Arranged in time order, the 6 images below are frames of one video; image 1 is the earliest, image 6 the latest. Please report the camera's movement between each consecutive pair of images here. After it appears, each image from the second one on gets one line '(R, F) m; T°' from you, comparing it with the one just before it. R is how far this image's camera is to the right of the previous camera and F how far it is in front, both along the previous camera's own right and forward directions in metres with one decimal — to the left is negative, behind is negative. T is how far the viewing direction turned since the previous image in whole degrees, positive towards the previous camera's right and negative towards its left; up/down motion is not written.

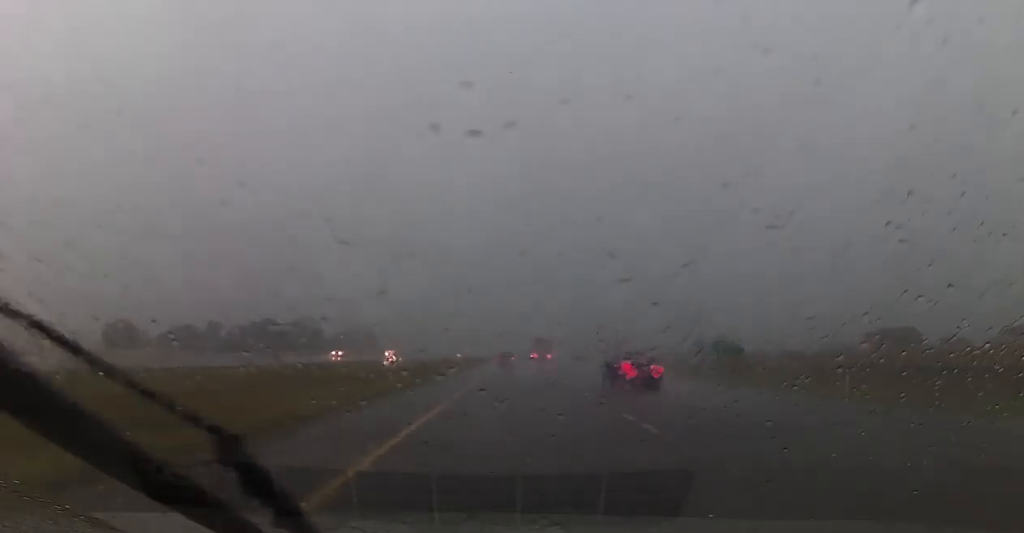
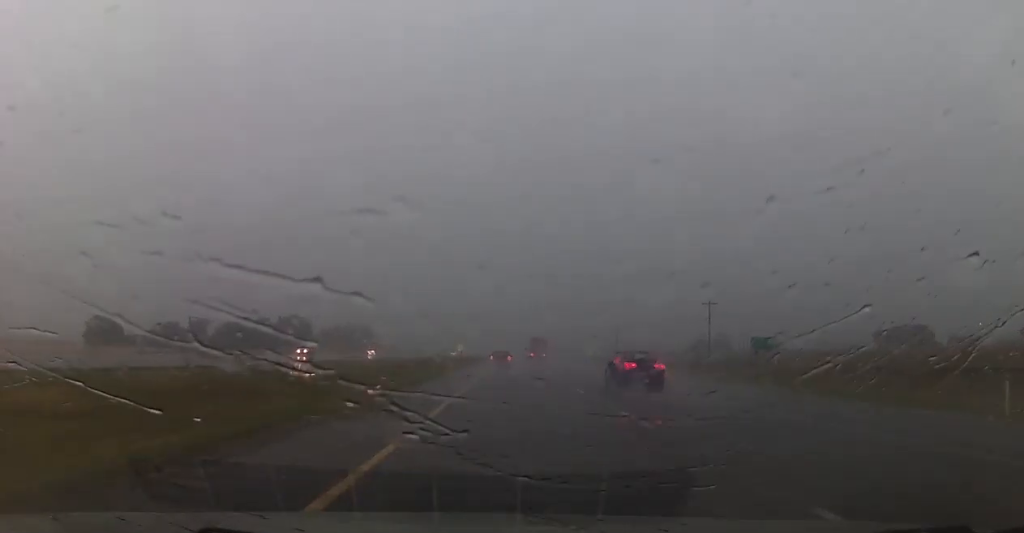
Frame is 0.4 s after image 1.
(0.0, +8.8) m; 0°
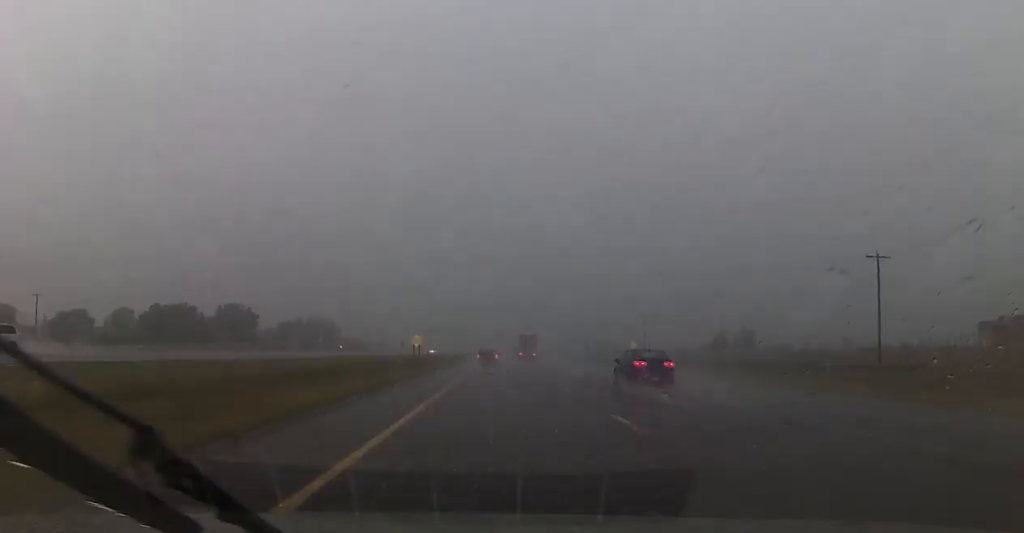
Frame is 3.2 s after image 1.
(-0.5, +56.7) m; +1°
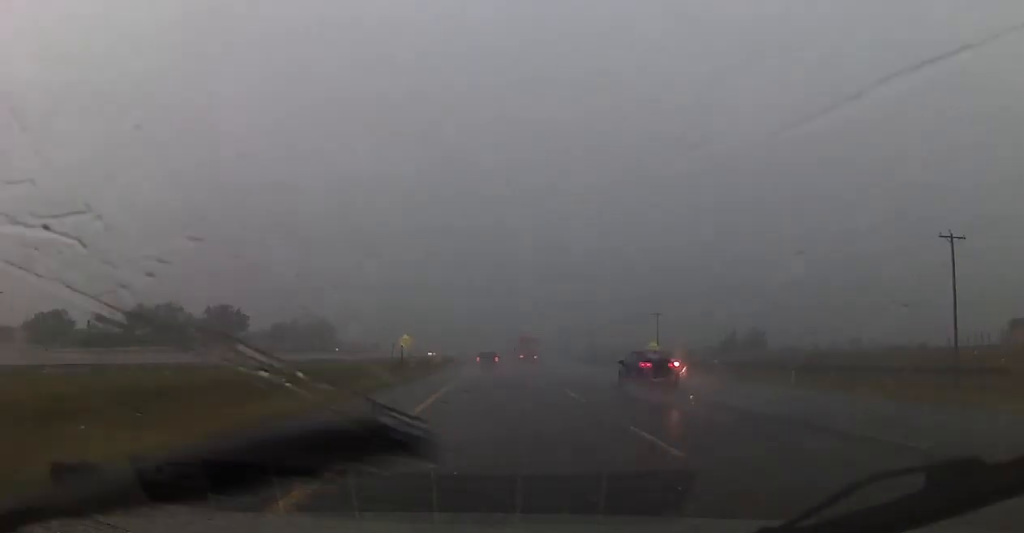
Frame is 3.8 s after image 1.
(+0.2, +11.4) m; 0°
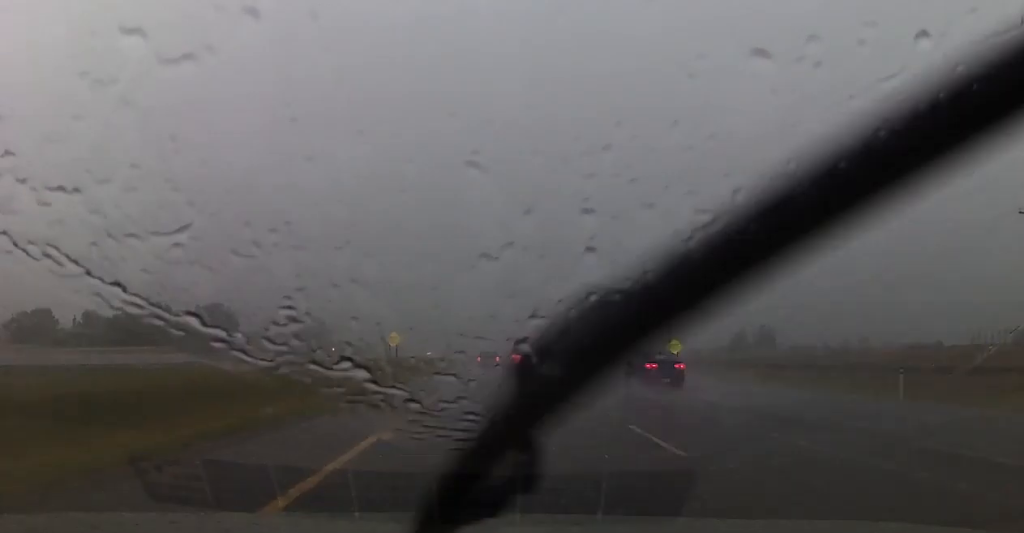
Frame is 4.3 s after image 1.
(+0.2, +9.4) m; 0°
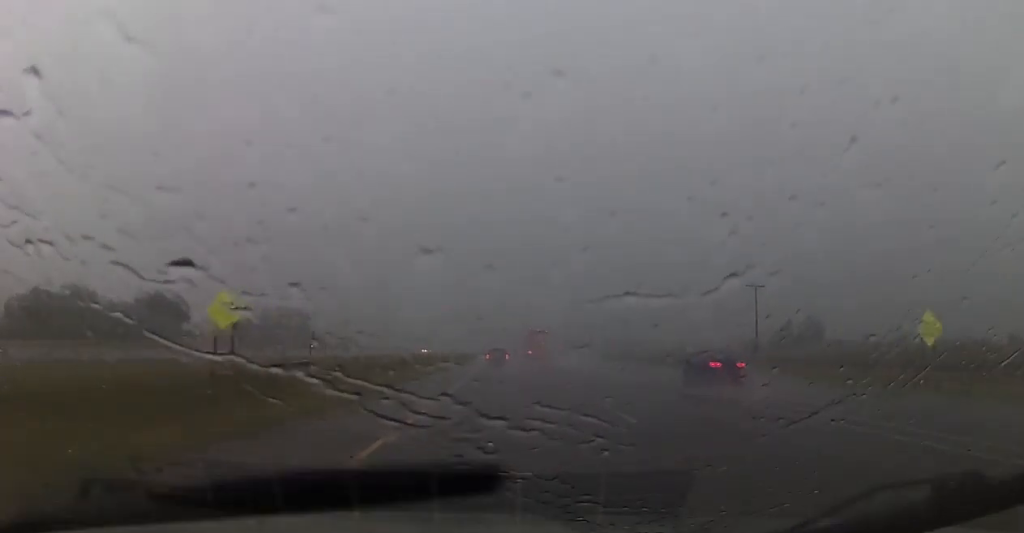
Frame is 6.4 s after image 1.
(-0.7, +43.2) m; -1°
